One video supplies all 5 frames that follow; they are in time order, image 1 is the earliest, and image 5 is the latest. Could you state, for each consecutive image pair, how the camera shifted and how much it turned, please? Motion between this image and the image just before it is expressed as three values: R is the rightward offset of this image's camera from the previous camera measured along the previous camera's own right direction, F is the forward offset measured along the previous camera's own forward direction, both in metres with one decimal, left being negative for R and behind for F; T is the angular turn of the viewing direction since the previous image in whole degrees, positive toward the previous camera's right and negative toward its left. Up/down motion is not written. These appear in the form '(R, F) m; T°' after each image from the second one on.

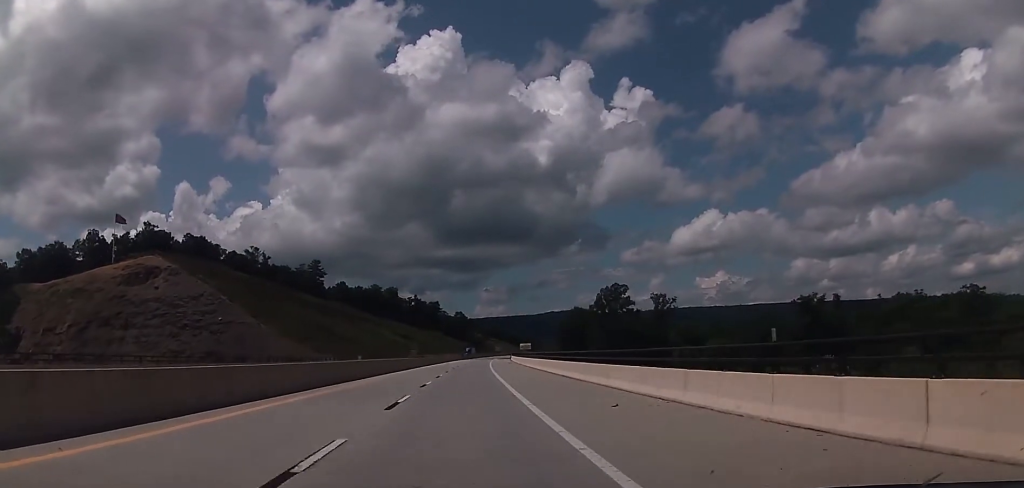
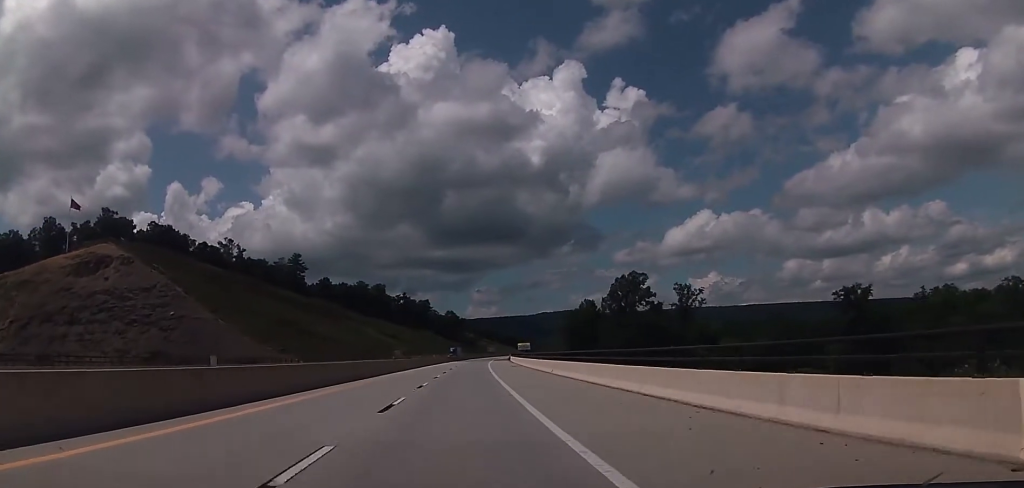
(-0.4, +25.3) m; +1°
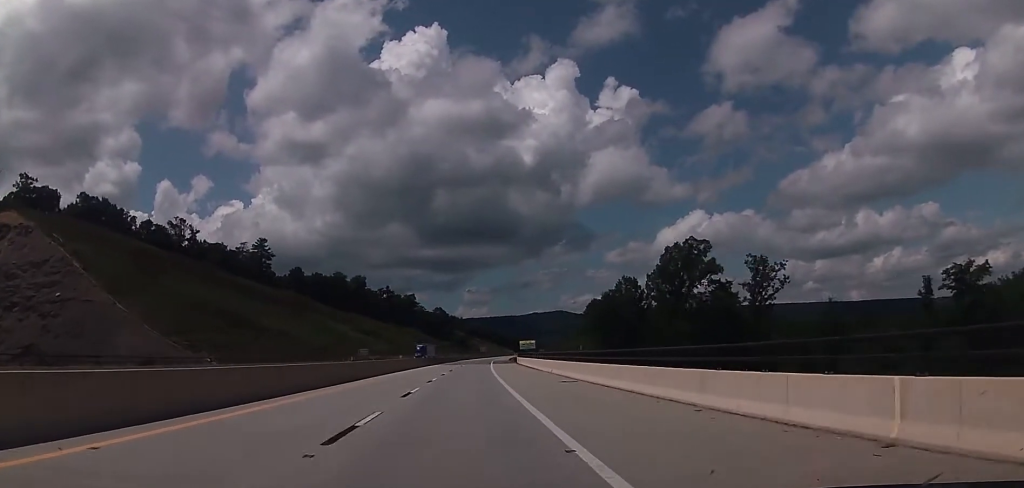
(+1.2, +42.8) m; +2°
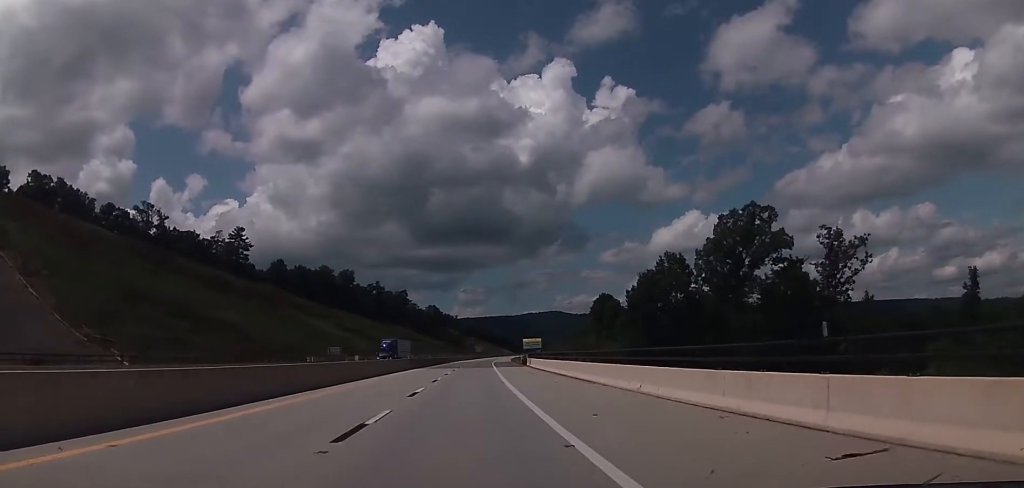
(-0.1, +24.0) m; 0°
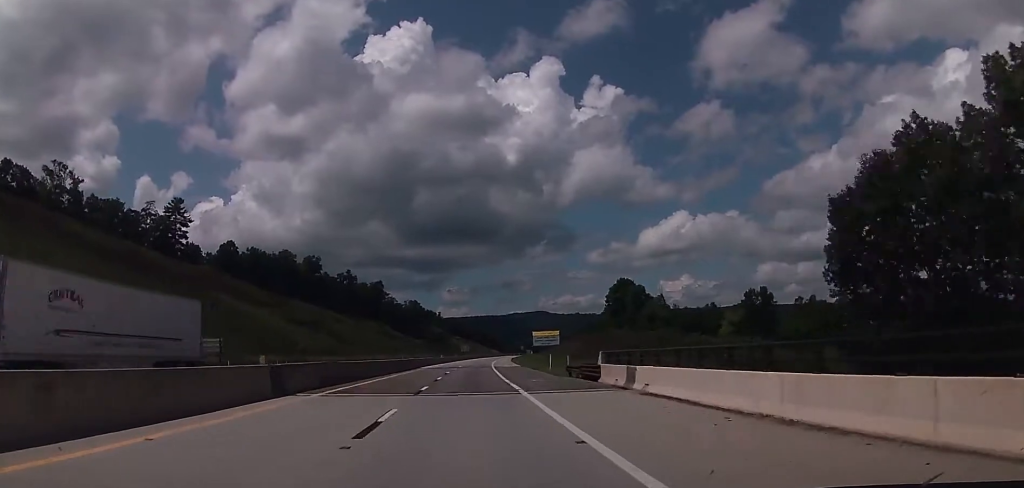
(+0.4, +48.2) m; +1°
